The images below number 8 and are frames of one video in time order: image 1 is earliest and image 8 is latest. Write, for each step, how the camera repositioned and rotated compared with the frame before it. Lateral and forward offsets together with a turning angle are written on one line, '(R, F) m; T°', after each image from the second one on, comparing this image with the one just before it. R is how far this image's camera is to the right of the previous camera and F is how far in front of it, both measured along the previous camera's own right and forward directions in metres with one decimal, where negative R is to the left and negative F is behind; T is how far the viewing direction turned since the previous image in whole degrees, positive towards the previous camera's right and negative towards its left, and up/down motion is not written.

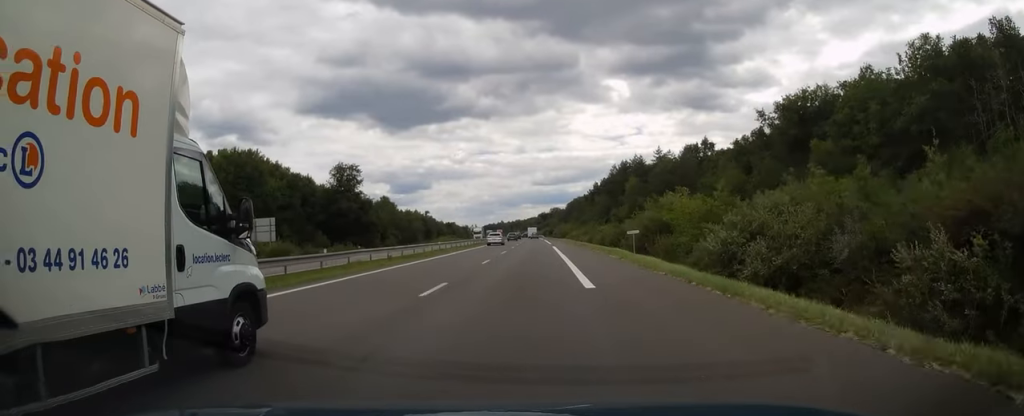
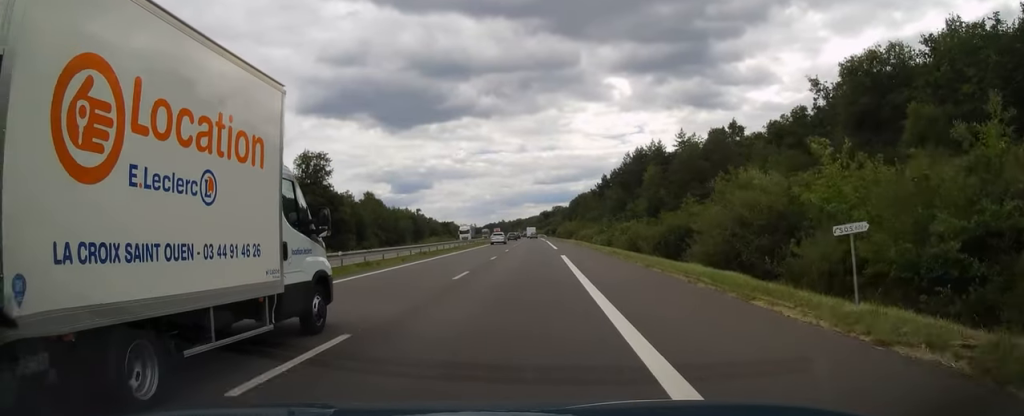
(-0.1, +21.2) m; 0°
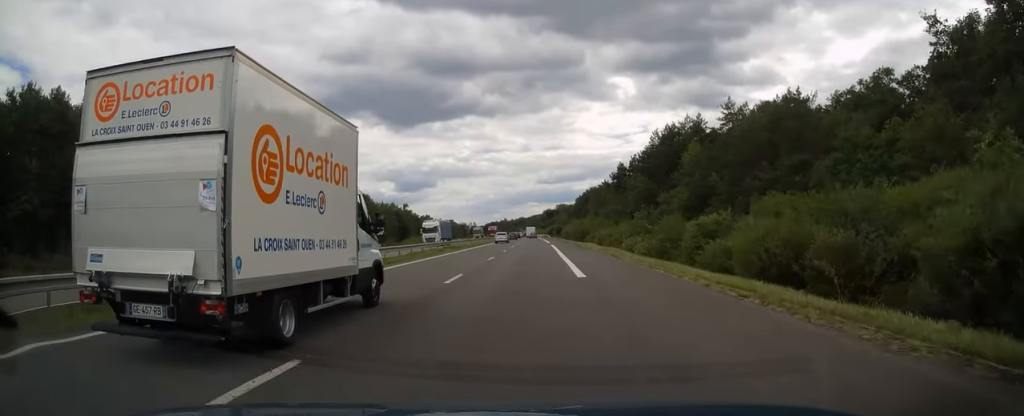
(-0.1, +27.7) m; 0°
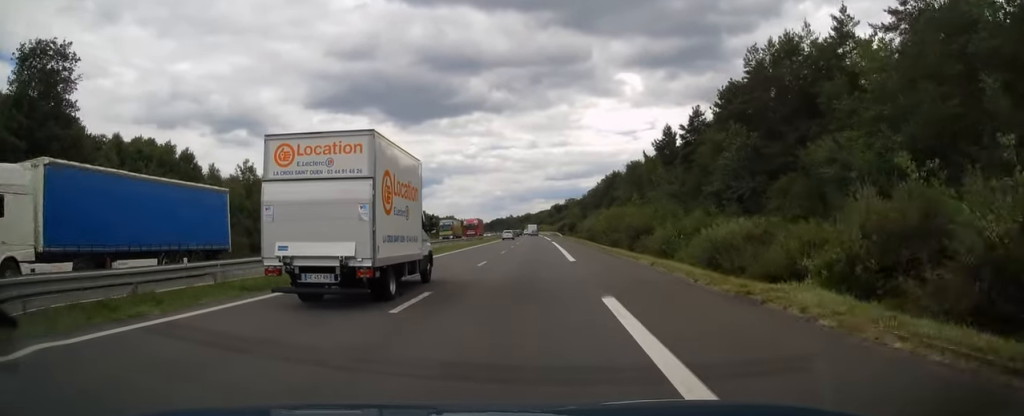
(-0.2, +44.9) m; -1°
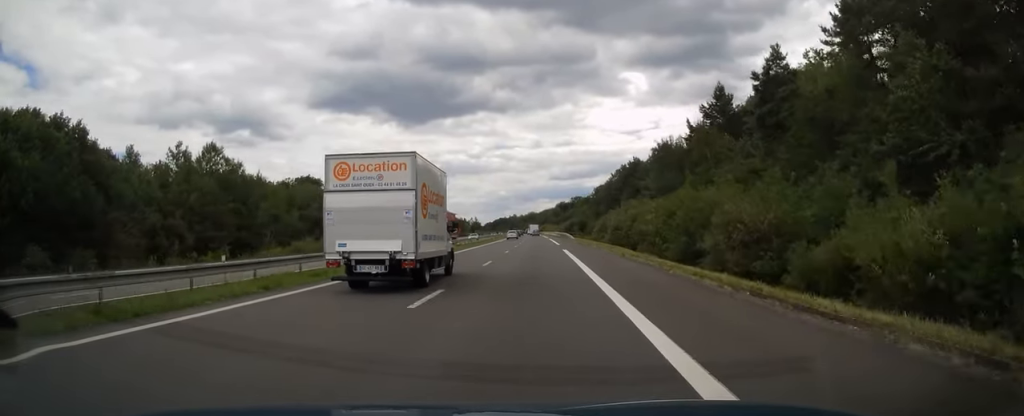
(-0.1, +25.7) m; 0°
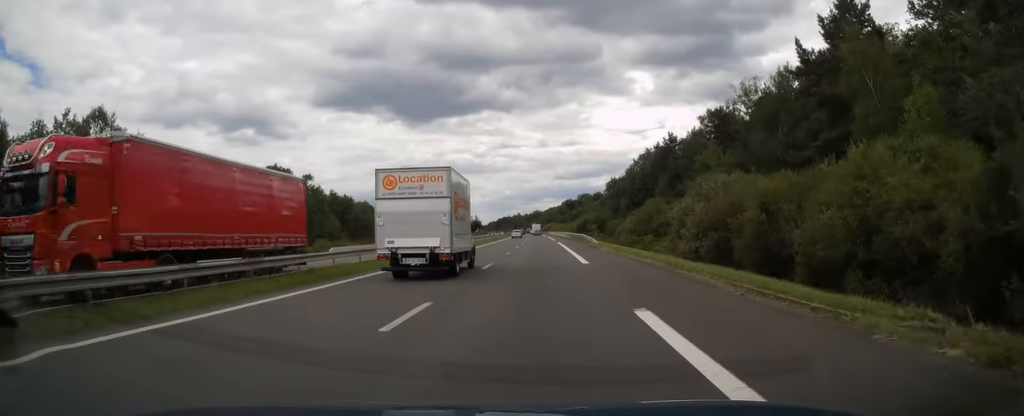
(-0.1, +28.7) m; 0°
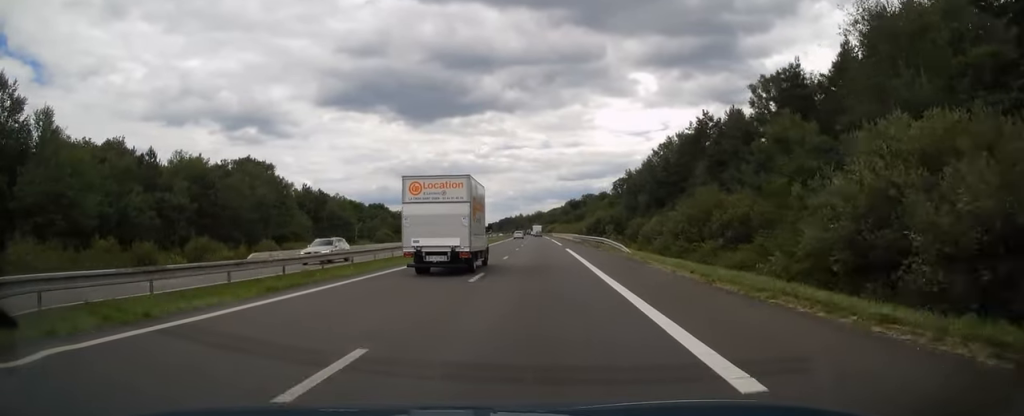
(0.0, +17.8) m; 0°
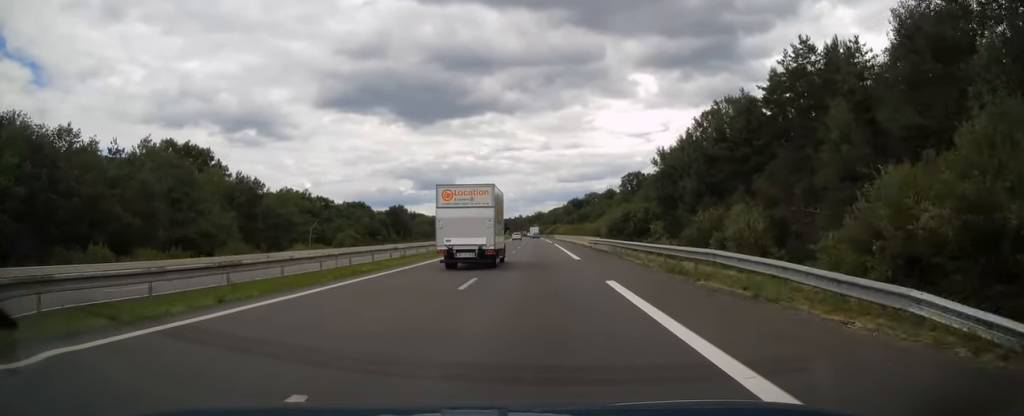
(-0.2, +28.2) m; 0°
